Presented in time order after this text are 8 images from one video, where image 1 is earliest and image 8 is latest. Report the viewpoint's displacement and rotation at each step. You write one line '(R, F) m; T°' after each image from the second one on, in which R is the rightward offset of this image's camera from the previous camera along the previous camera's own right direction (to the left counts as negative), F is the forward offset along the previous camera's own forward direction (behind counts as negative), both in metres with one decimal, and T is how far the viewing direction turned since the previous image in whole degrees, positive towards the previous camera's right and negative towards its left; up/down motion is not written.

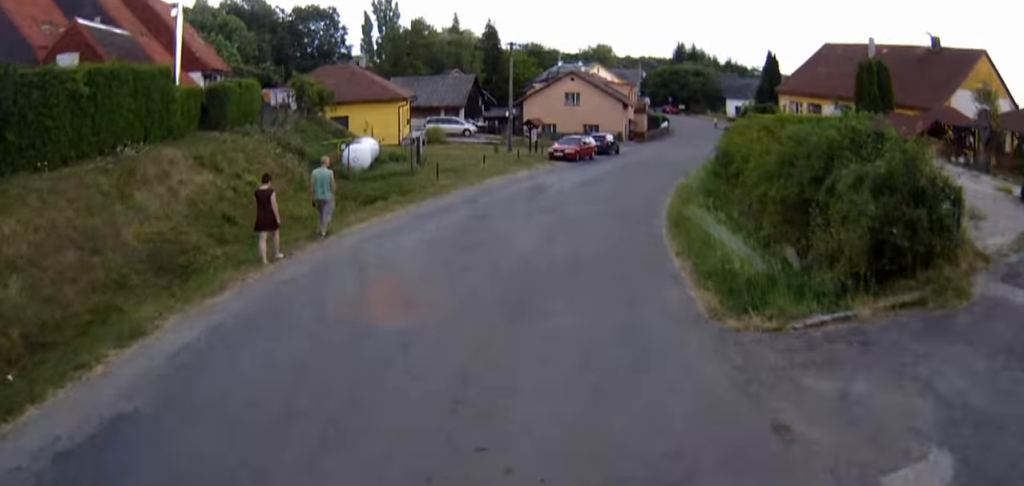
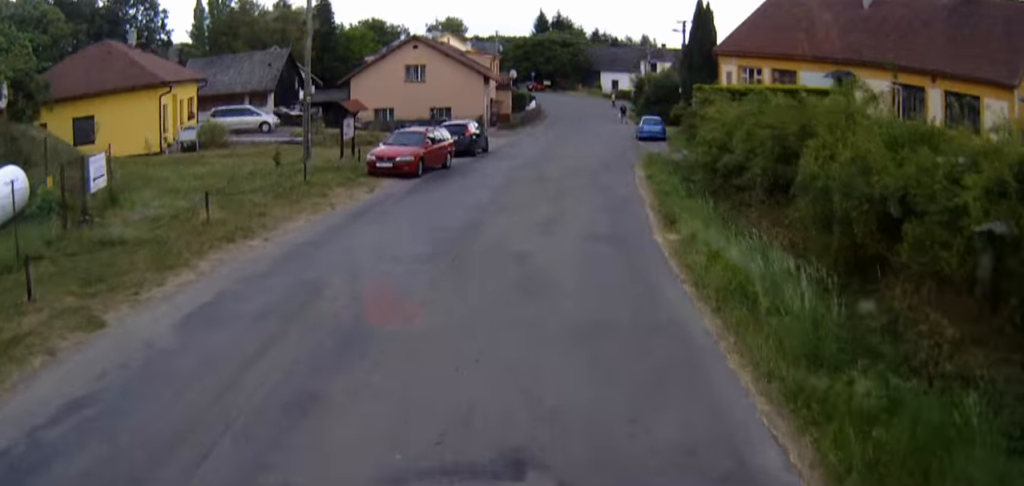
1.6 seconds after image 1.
(+1.9, +19.2) m; +7°
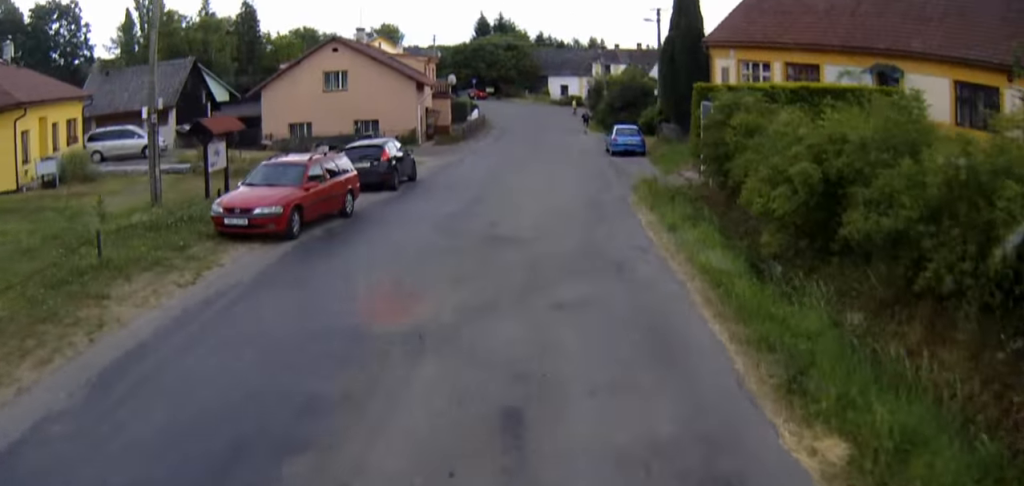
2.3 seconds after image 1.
(-0.1, +8.4) m; +2°
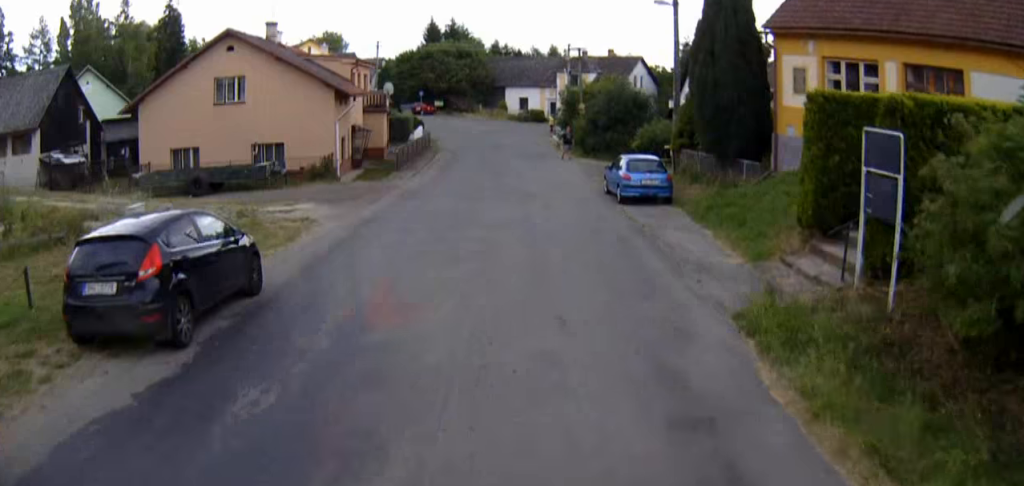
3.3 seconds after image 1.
(+0.5, +11.7) m; +5°
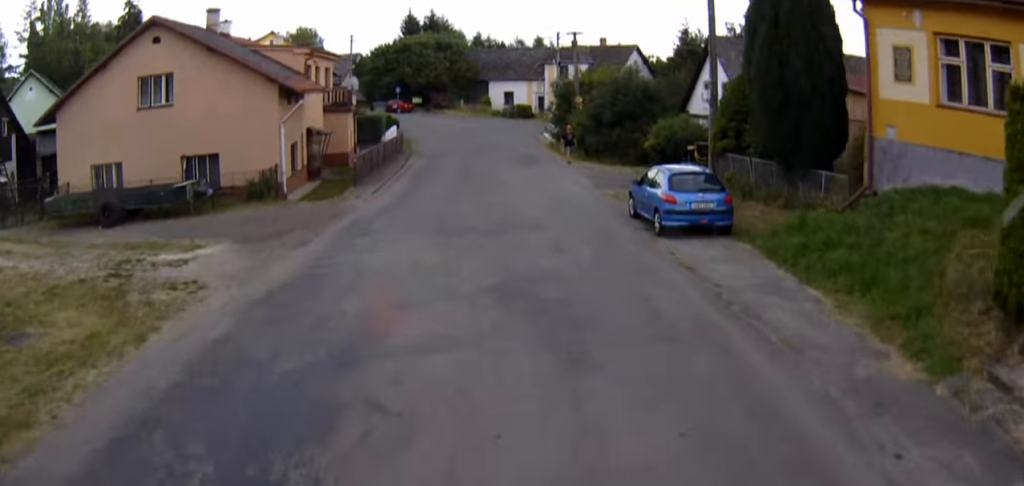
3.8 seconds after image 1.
(+0.2, +6.4) m; +3°
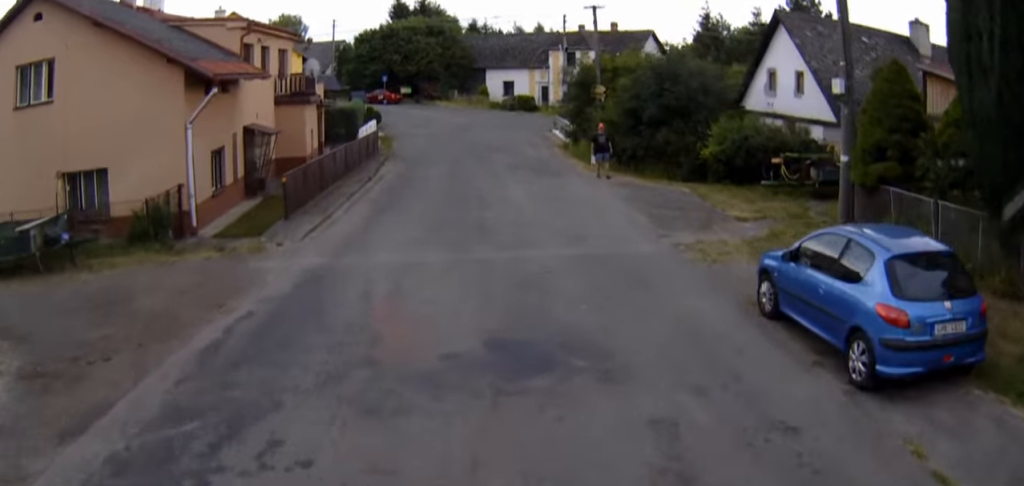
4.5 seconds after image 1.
(+0.1, +8.6) m; +3°
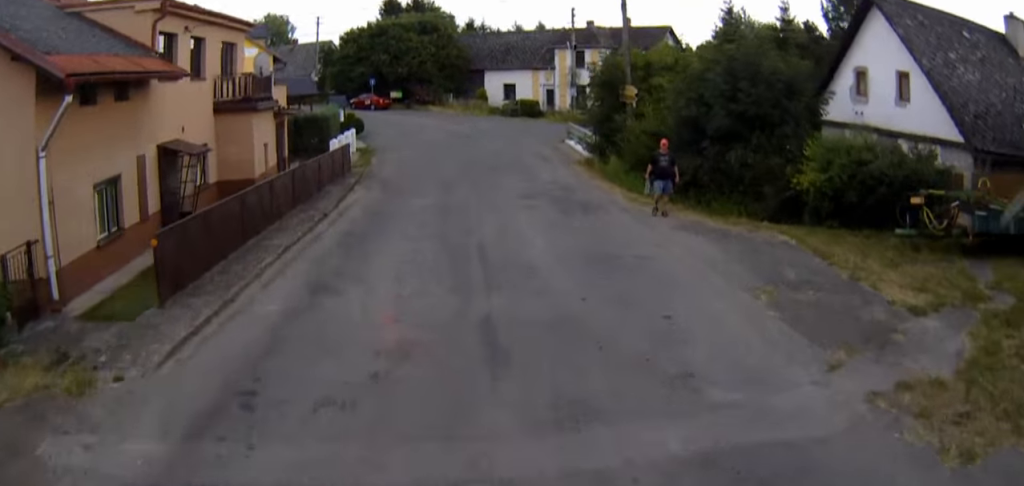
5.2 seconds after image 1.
(+0.3, +7.0) m; 0°
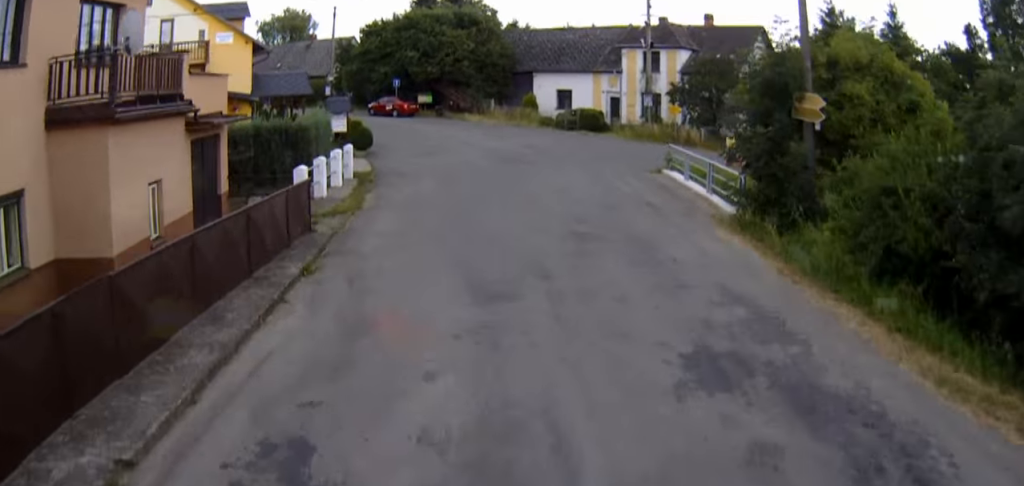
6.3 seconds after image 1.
(-0.3, +12.7) m; -3°
